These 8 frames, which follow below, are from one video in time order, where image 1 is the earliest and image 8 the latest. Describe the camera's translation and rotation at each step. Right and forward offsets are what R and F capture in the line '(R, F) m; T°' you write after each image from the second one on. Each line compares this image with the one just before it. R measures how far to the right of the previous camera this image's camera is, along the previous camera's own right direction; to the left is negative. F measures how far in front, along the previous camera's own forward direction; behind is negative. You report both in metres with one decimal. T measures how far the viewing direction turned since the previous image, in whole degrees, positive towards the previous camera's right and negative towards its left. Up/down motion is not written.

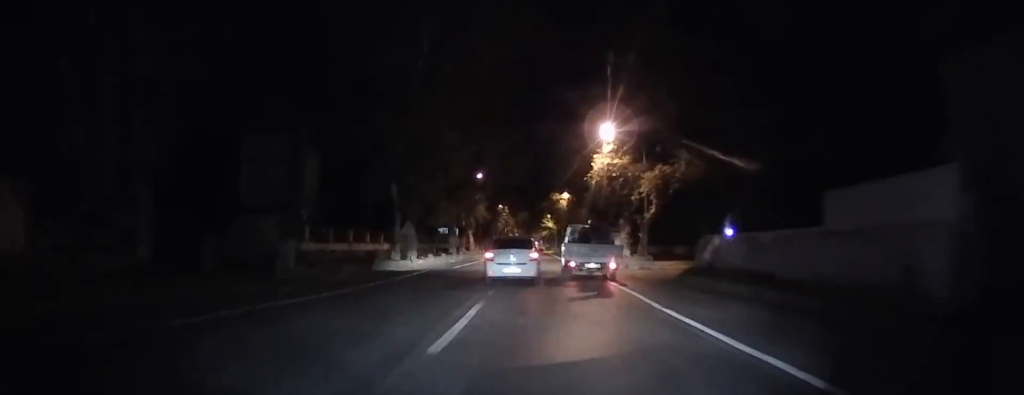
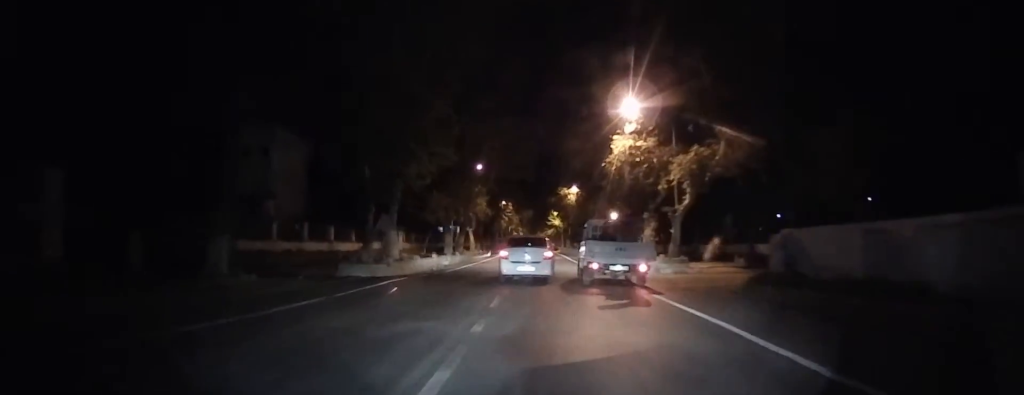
(-0.1, +6.0) m; +1°
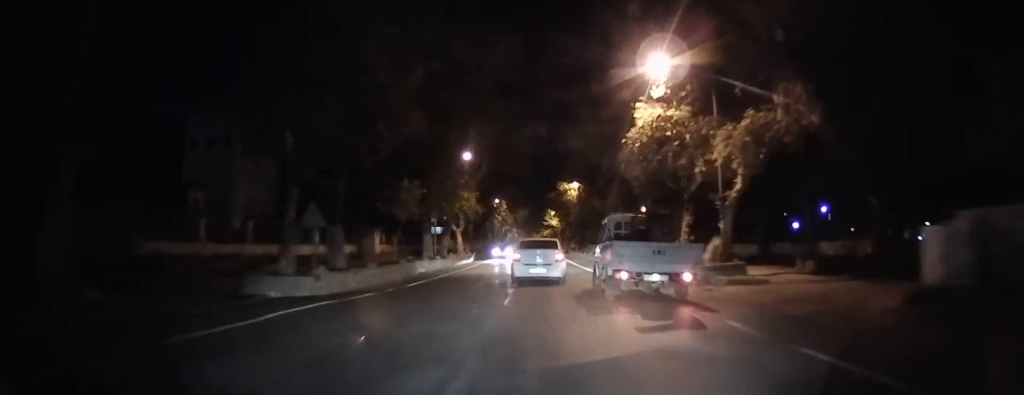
(+0.7, +7.2) m; +2°
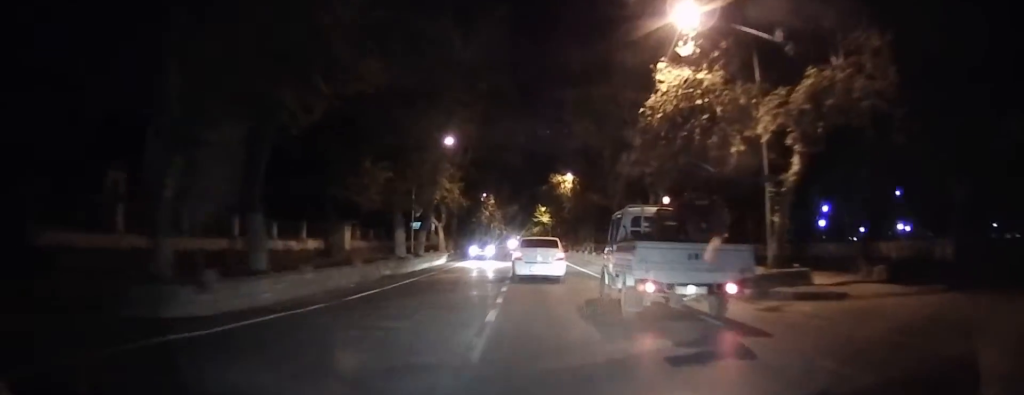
(+0.1, +5.3) m; 0°
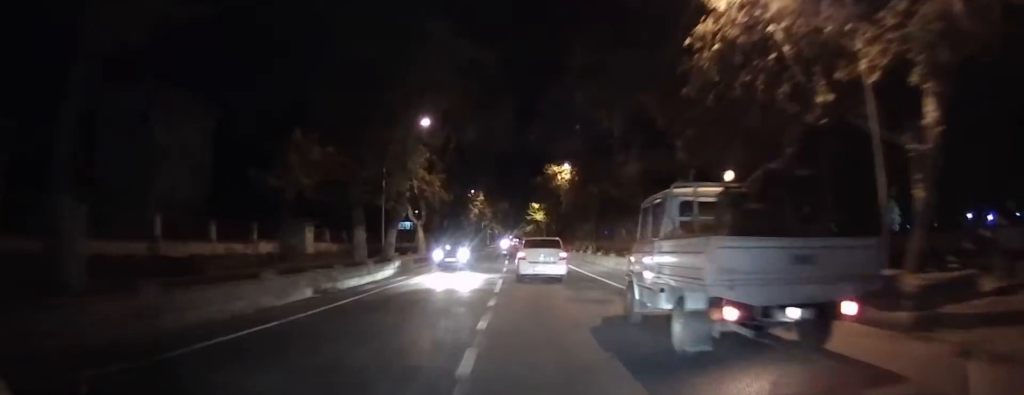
(-0.2, +6.7) m; -1°
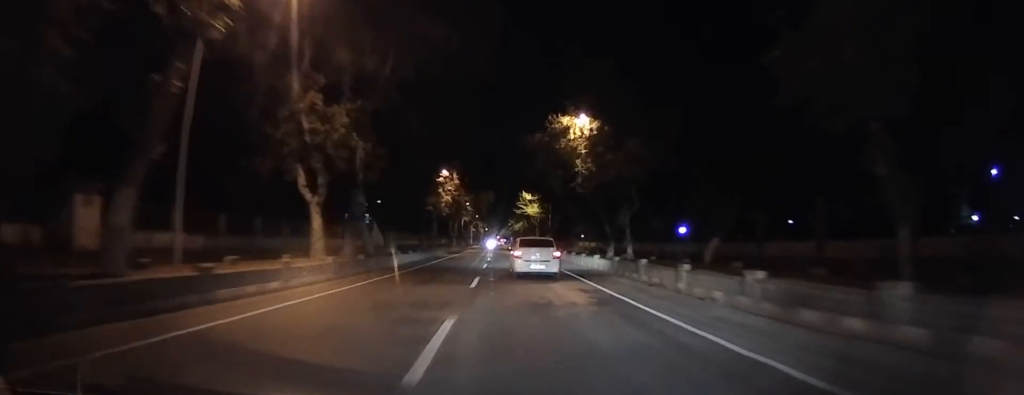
(-0.2, +19.9) m; -1°
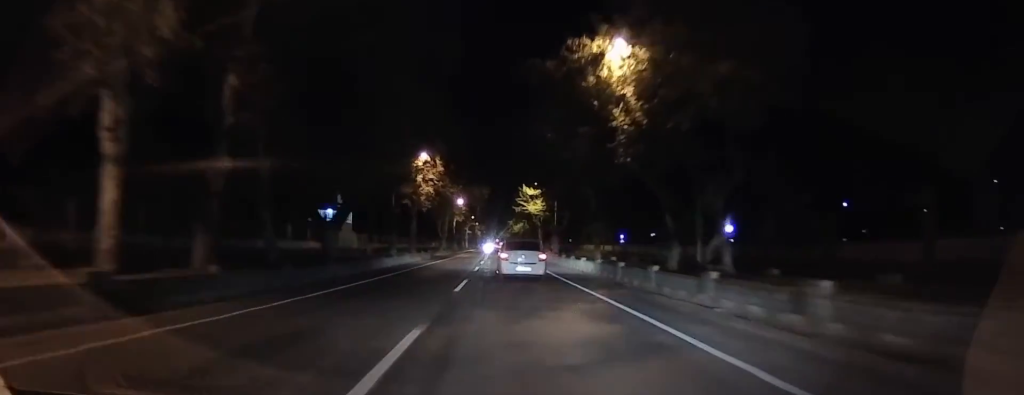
(0.0, +11.5) m; 0°
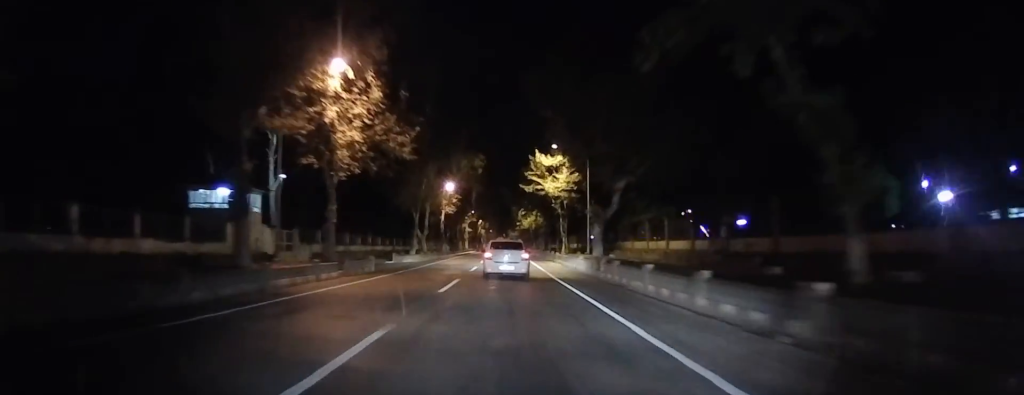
(0.0, +21.6) m; 0°
